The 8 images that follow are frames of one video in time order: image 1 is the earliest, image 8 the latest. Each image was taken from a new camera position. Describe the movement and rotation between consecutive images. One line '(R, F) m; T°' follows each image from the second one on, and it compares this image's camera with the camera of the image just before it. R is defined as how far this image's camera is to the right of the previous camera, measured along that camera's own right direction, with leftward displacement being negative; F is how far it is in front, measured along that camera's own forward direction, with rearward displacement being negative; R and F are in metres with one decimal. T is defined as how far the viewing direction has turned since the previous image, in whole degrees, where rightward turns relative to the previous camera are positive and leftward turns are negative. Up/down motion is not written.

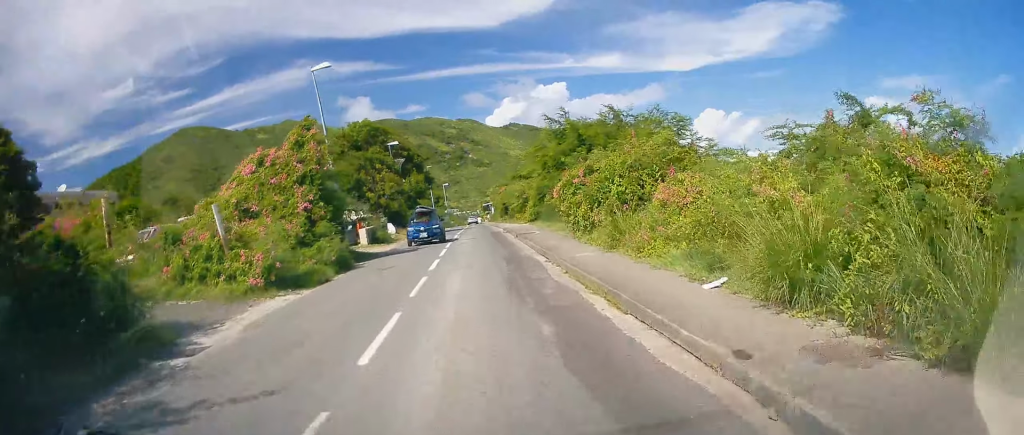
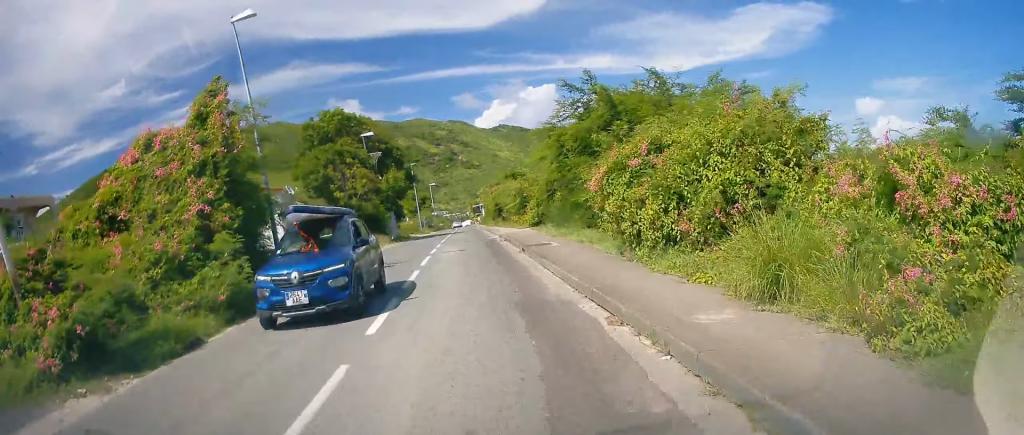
(+0.2, +7.0) m; 0°
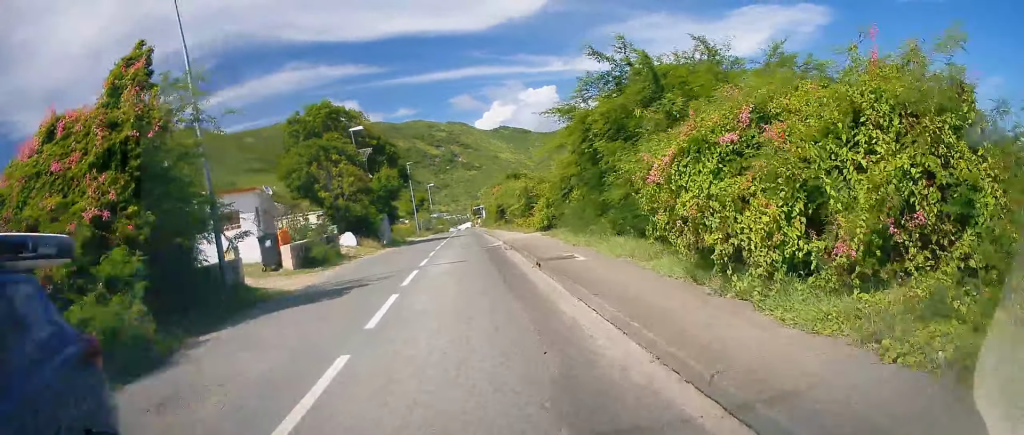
(-0.1, +3.9) m; -2°
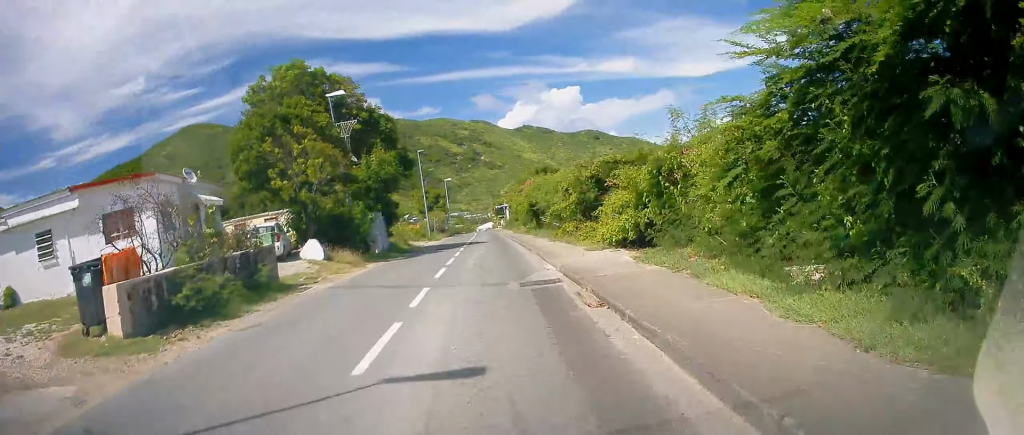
(-0.6, +10.7) m; -2°
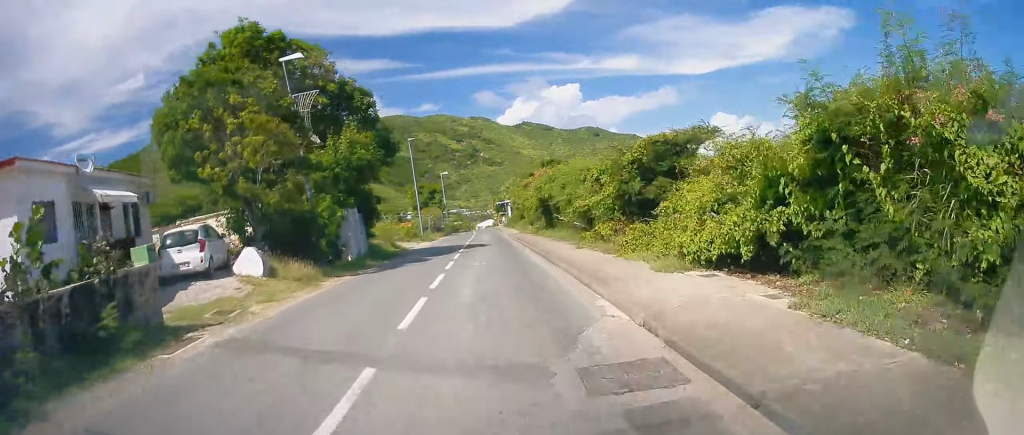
(+0.2, +6.2) m; +2°
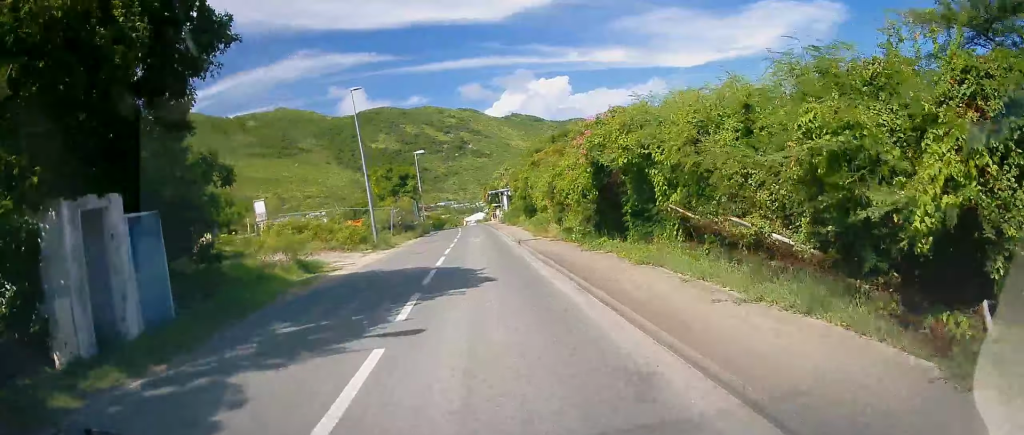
(+0.6, +16.9) m; +2°
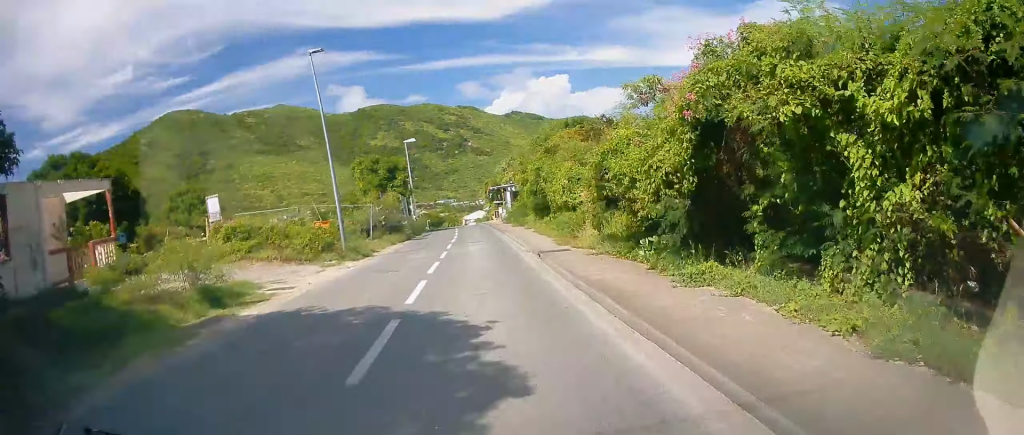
(+0.2, +6.9) m; -2°
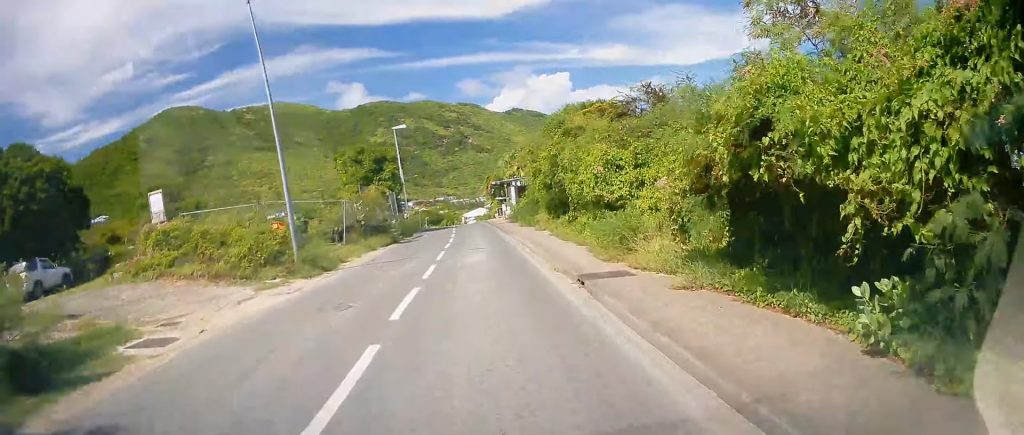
(-0.4, +6.1) m; -1°
